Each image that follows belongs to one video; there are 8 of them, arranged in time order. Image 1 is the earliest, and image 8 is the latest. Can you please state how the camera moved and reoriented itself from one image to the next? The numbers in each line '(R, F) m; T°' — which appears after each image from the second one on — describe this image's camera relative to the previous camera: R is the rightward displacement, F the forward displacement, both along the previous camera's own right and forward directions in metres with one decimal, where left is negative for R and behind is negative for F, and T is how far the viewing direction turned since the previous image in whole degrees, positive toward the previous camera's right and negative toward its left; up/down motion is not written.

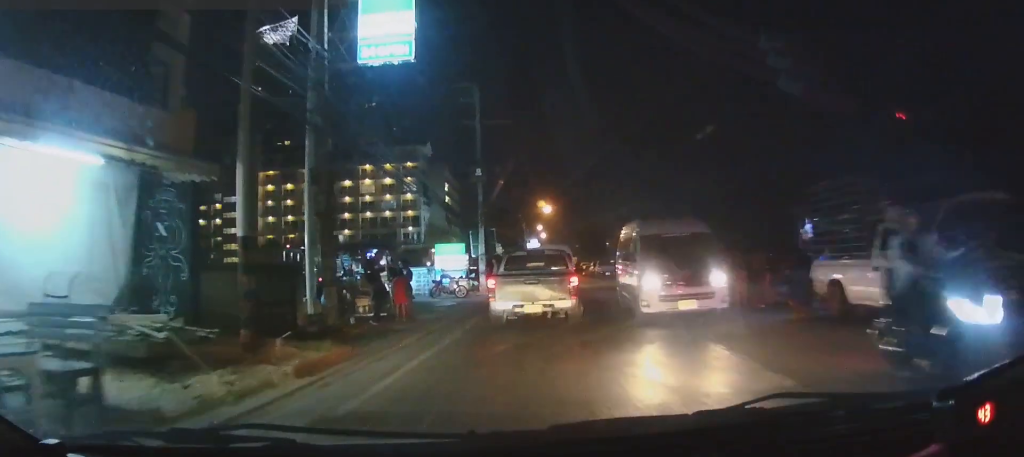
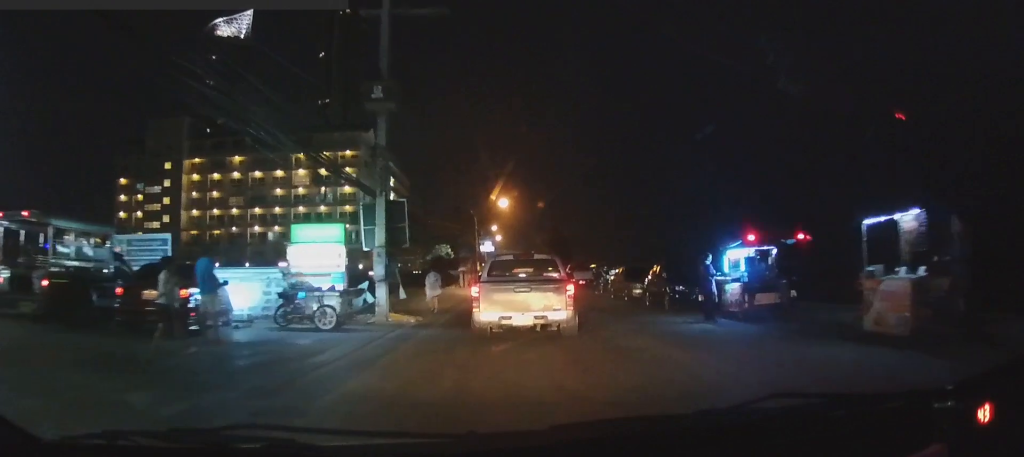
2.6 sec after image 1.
(-0.3, +14.4) m; -2°
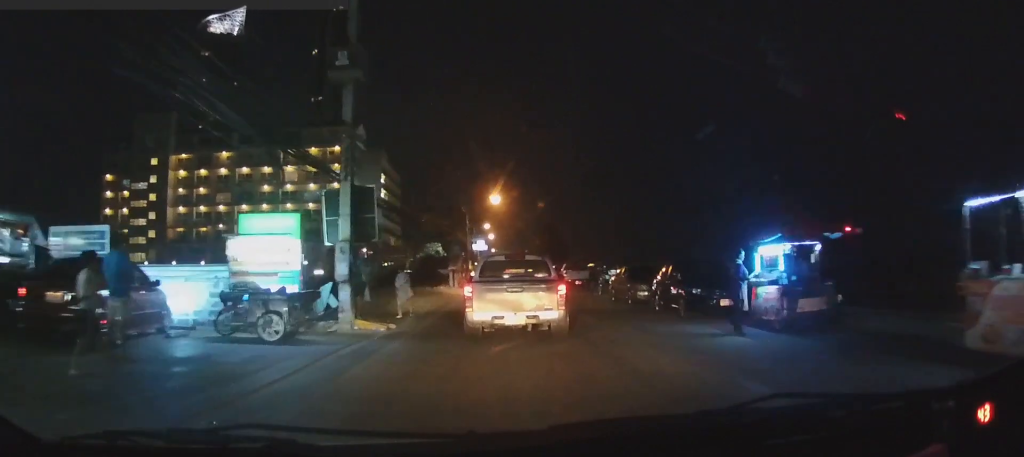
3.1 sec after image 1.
(-0.3, +3.0) m; -1°
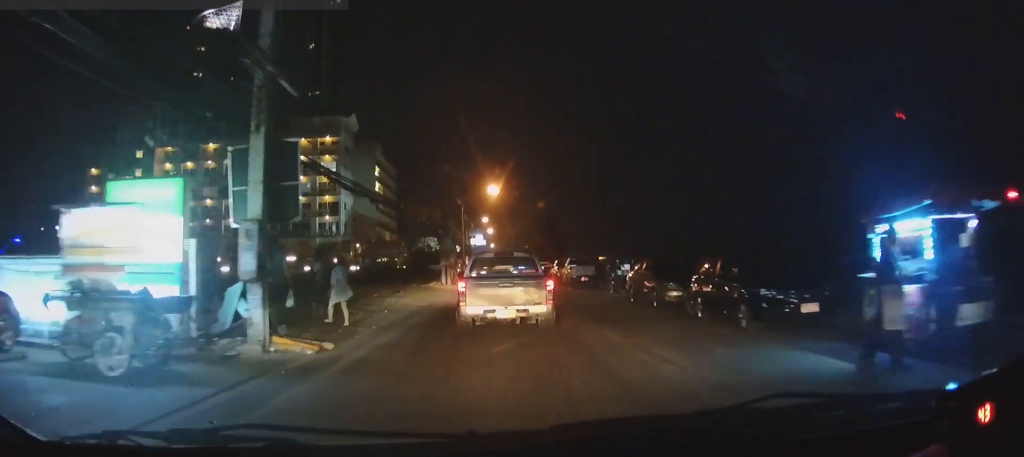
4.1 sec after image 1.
(+0.2, +5.1) m; +1°
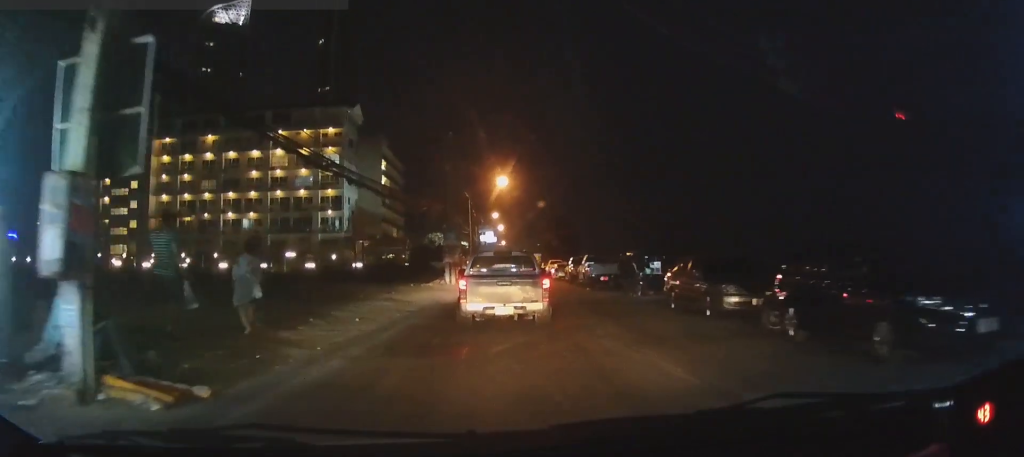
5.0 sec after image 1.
(-0.1, +4.3) m; 0°
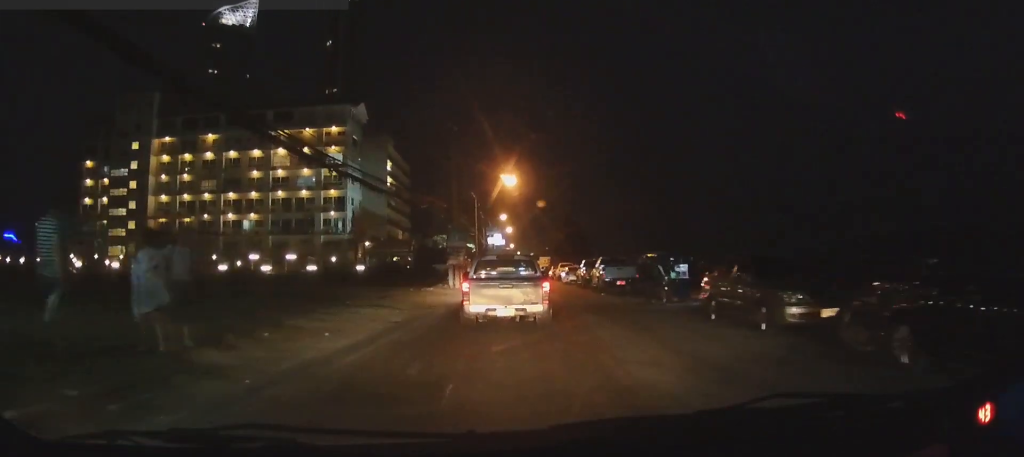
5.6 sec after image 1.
(0.0, +2.8) m; -2°
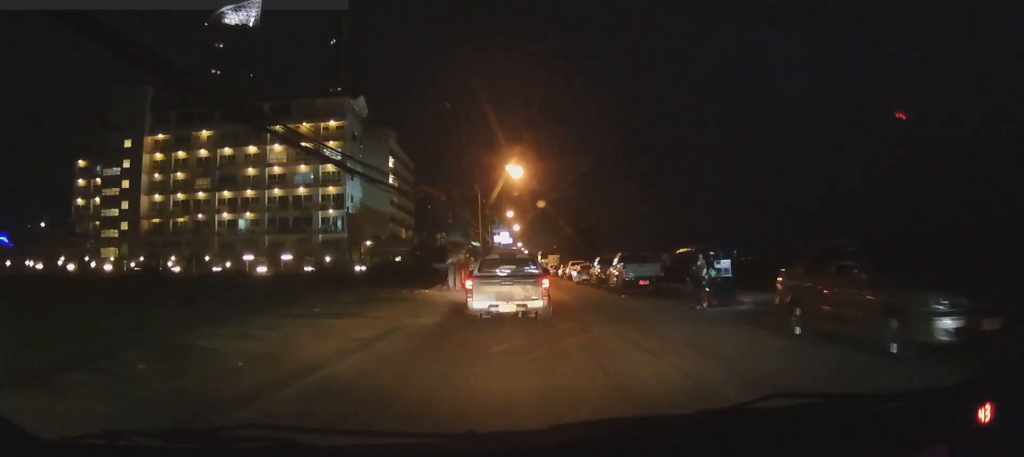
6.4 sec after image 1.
(+0.1, +3.7) m; -5°
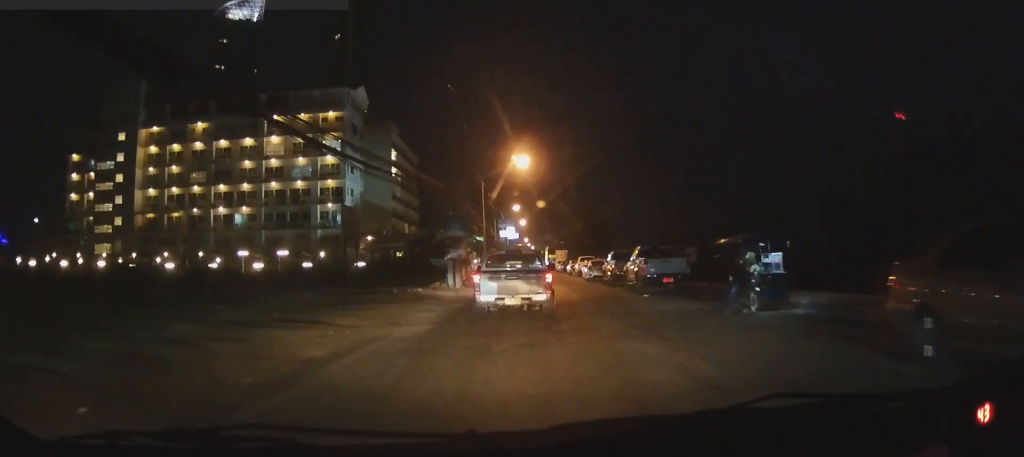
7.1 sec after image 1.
(-0.4, +3.2) m; -3°
